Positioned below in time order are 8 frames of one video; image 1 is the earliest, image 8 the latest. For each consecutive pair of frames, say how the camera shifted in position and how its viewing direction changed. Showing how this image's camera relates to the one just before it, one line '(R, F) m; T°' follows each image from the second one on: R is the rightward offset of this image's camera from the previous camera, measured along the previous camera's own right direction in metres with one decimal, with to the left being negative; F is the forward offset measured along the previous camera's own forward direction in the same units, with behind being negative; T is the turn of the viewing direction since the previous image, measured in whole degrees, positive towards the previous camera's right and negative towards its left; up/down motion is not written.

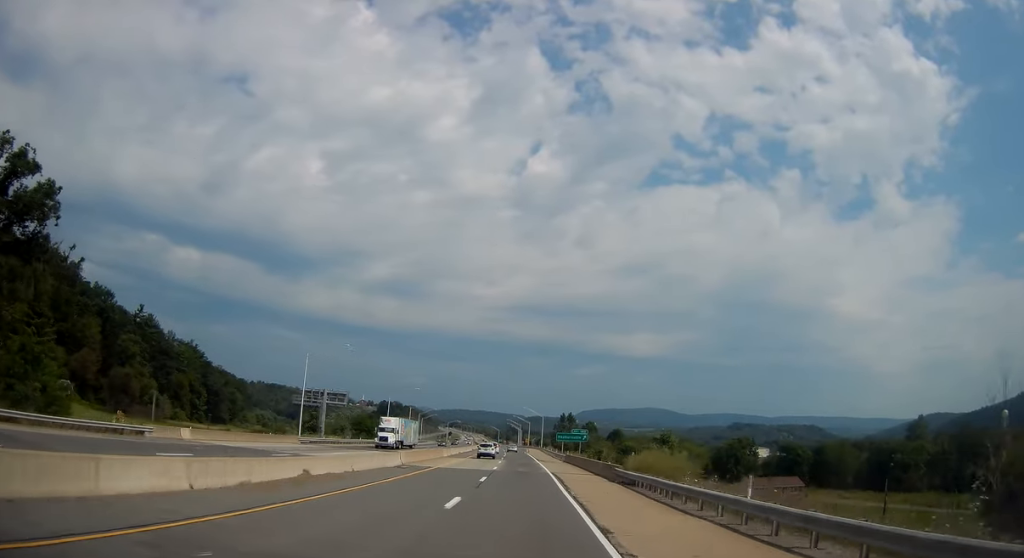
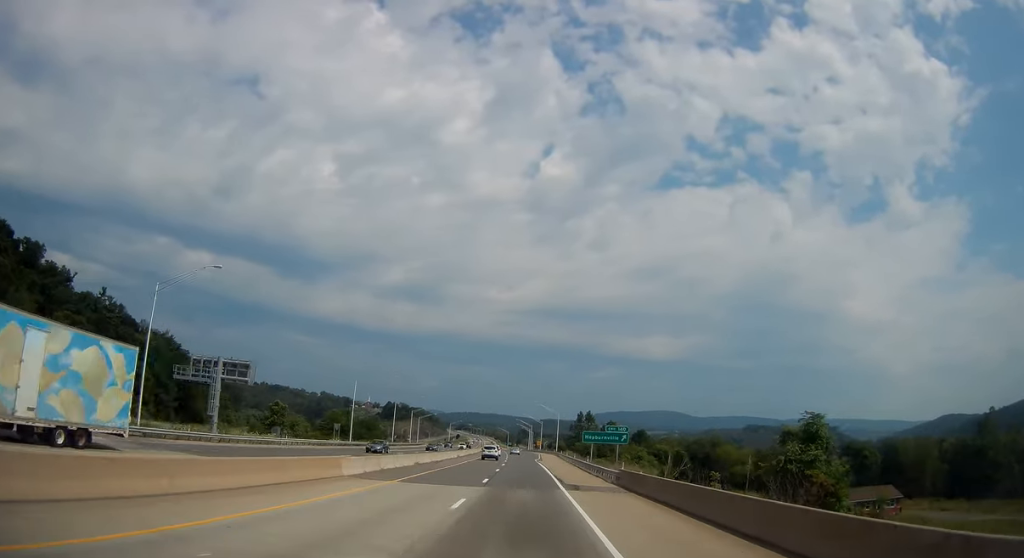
(-0.1, +36.1) m; -1°
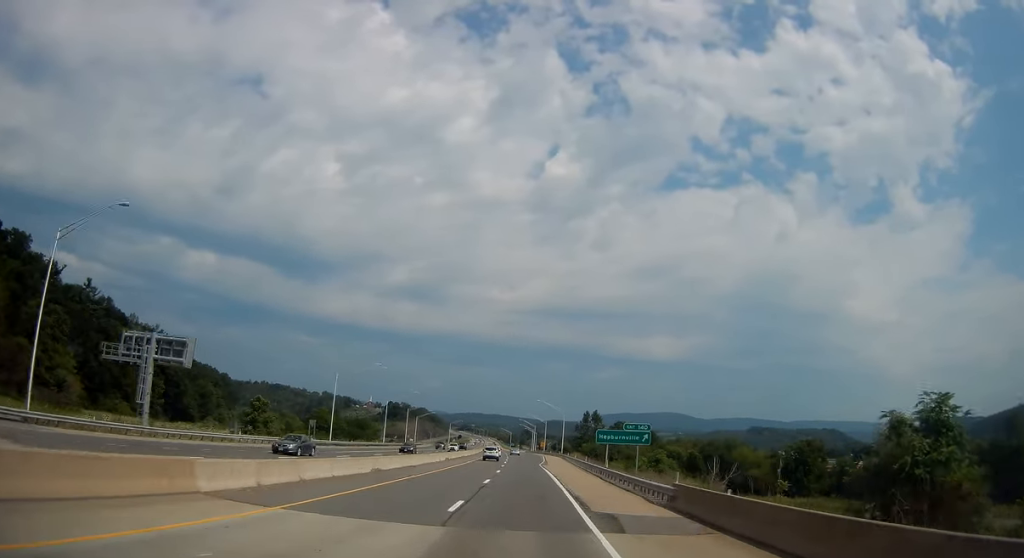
(-0.1, +12.4) m; 0°
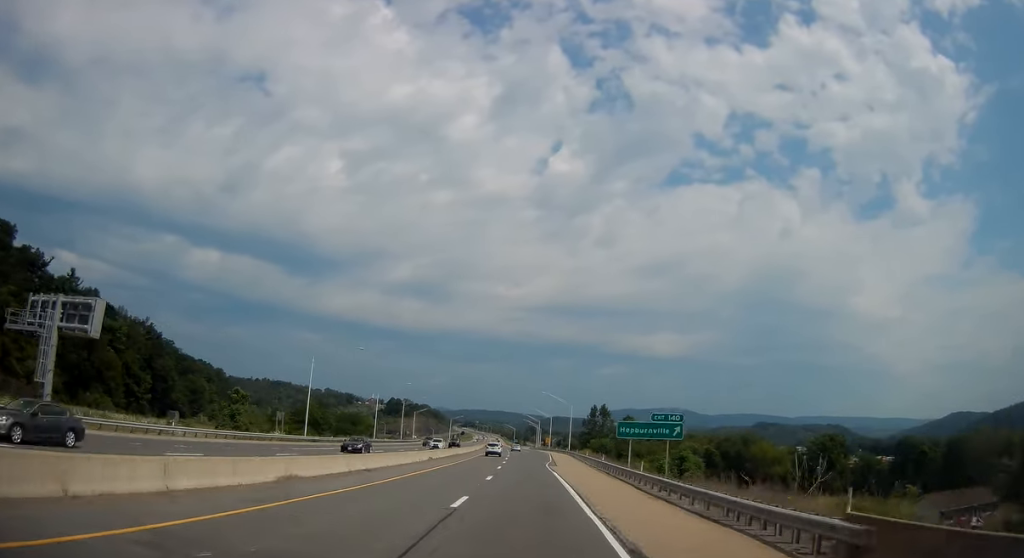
(-0.1, +12.4) m; 0°
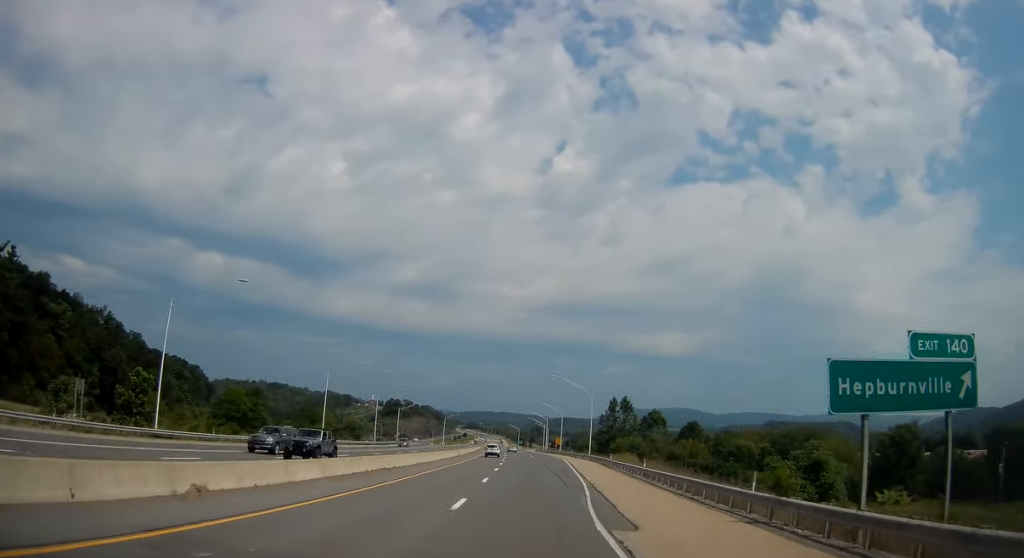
(-0.2, +36.3) m; -1°
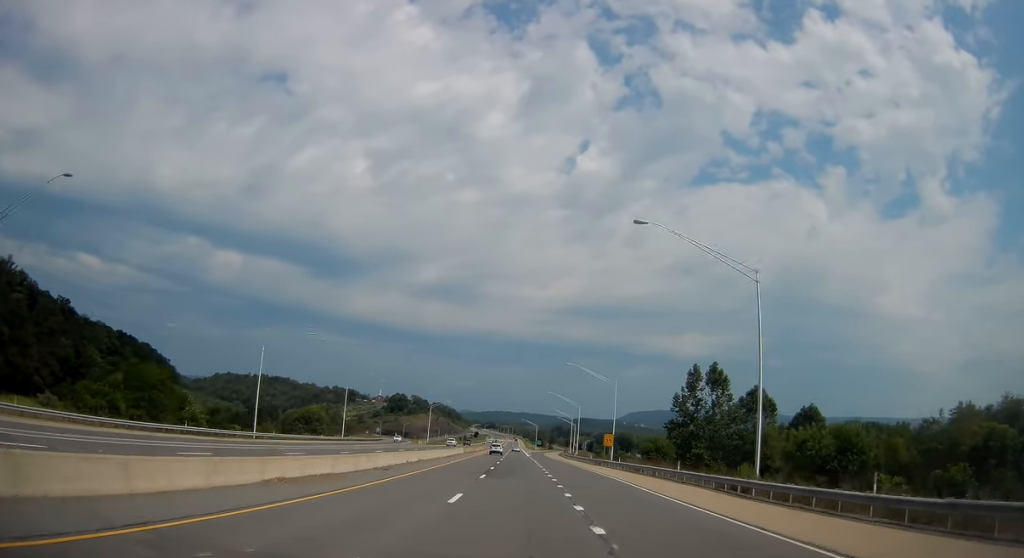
(-1.2, +71.8) m; -2°
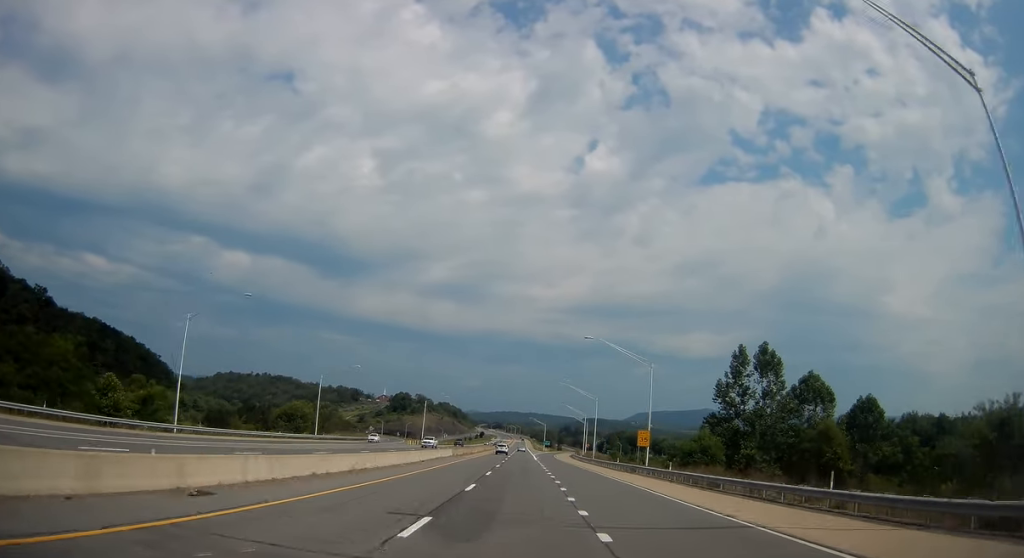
(-0.1, +20.0) m; 0°
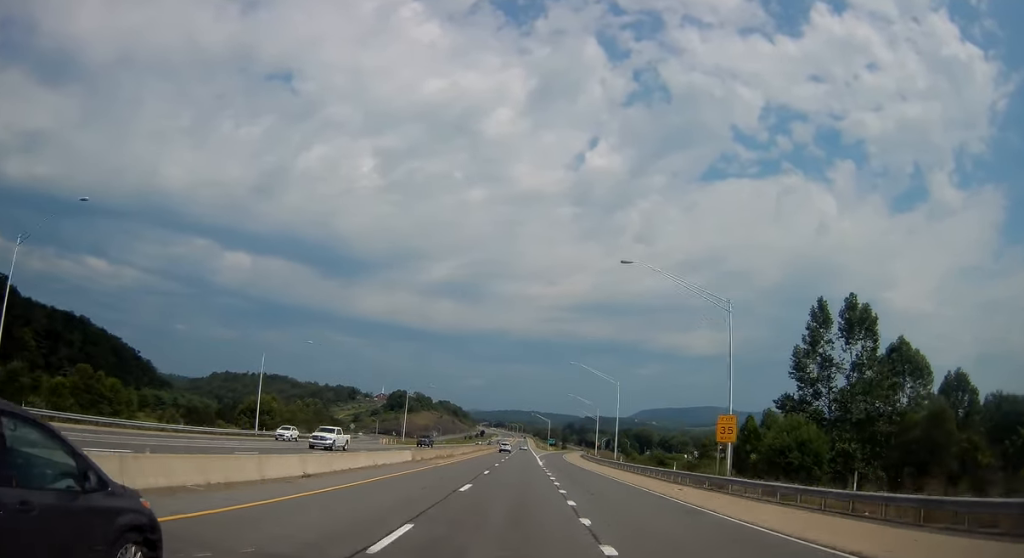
(0.0, +24.8) m; -1°
